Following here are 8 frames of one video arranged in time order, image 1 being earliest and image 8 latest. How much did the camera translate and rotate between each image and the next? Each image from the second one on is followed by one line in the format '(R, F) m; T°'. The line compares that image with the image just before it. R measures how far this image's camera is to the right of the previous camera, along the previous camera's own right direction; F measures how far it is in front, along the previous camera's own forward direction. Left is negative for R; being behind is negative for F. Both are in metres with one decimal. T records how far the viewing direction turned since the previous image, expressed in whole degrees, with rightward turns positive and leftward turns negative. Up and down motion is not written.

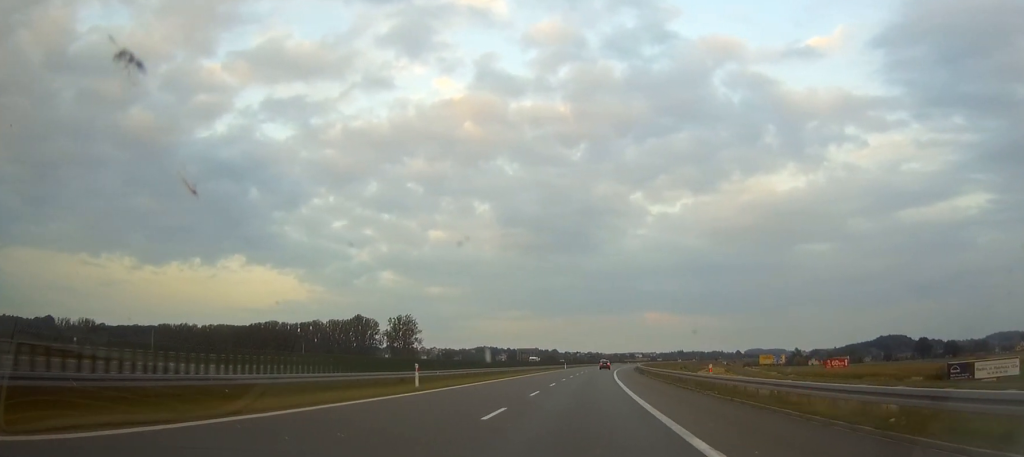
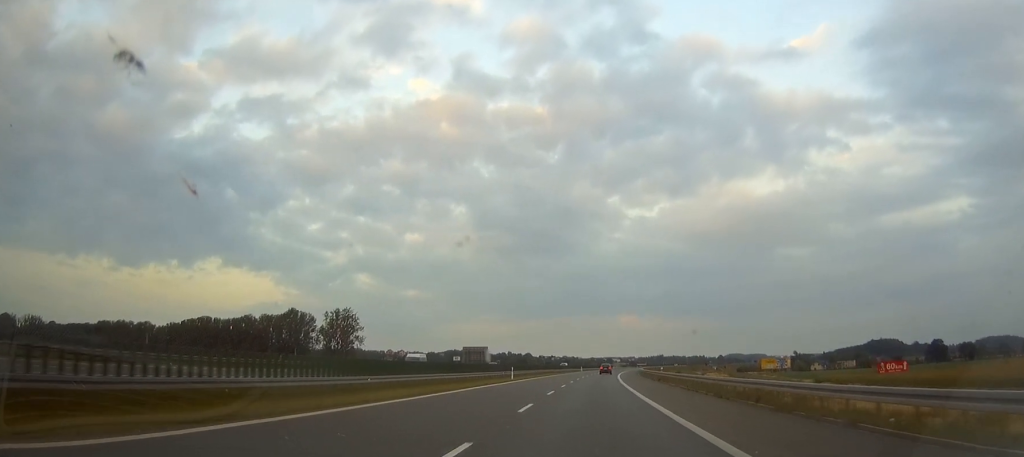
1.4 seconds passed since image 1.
(+1.3, +68.5) m; +4°
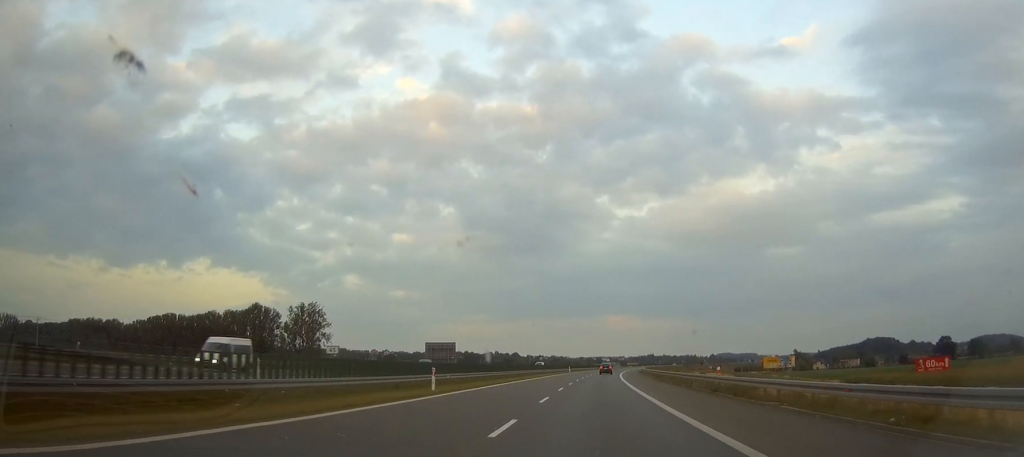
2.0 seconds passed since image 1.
(+0.9, +30.9) m; +2°
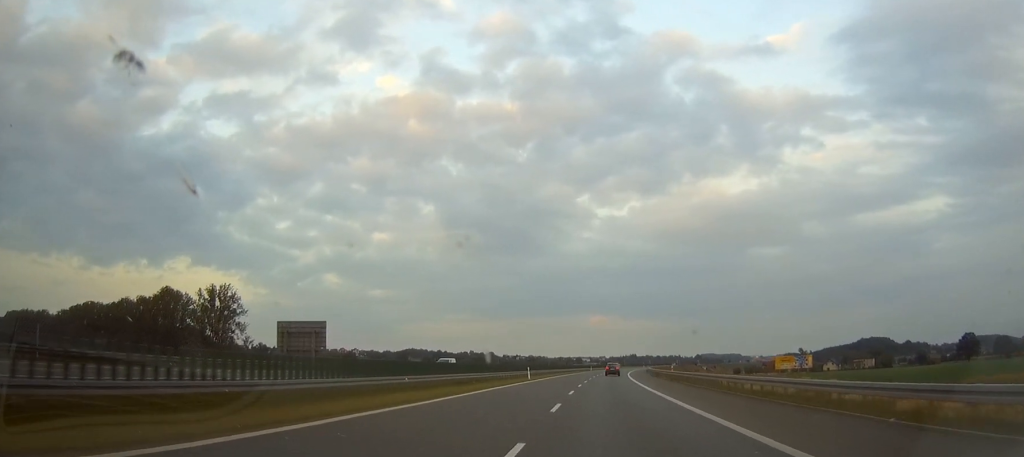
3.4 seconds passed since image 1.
(+1.6, +64.9) m; +1°
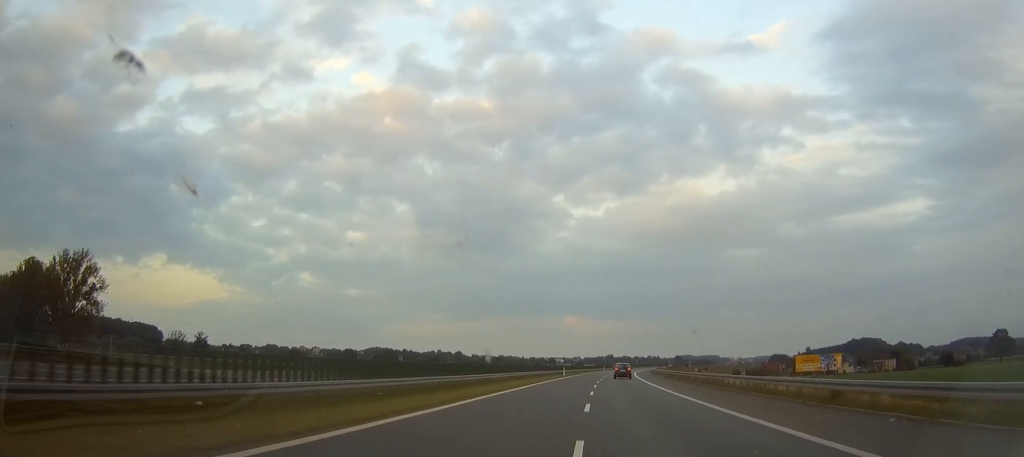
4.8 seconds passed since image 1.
(0.0, +71.3) m; 0°
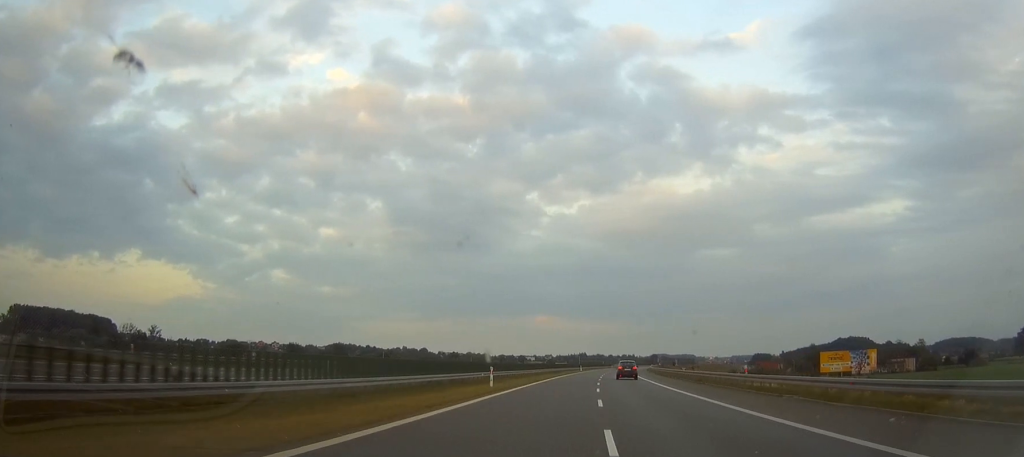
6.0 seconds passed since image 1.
(0.0, +58.3) m; 0°
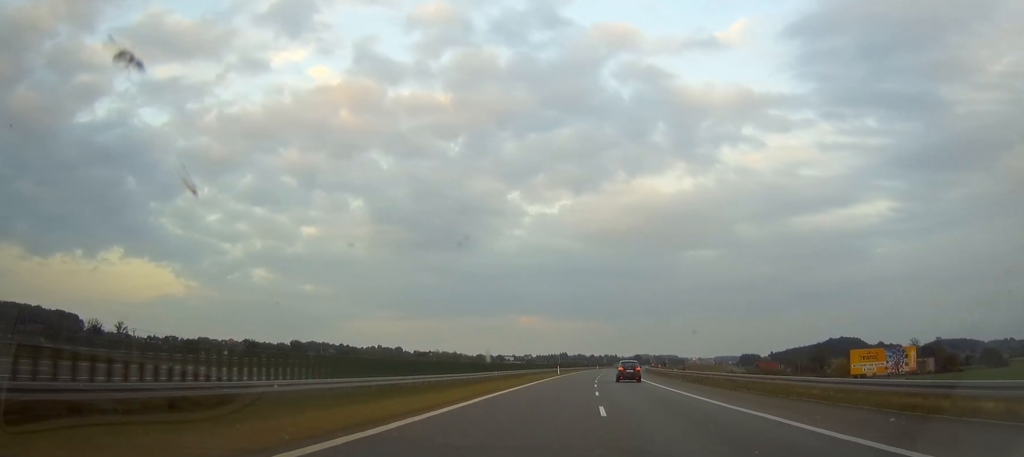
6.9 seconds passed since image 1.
(0.0, +40.4) m; +1°
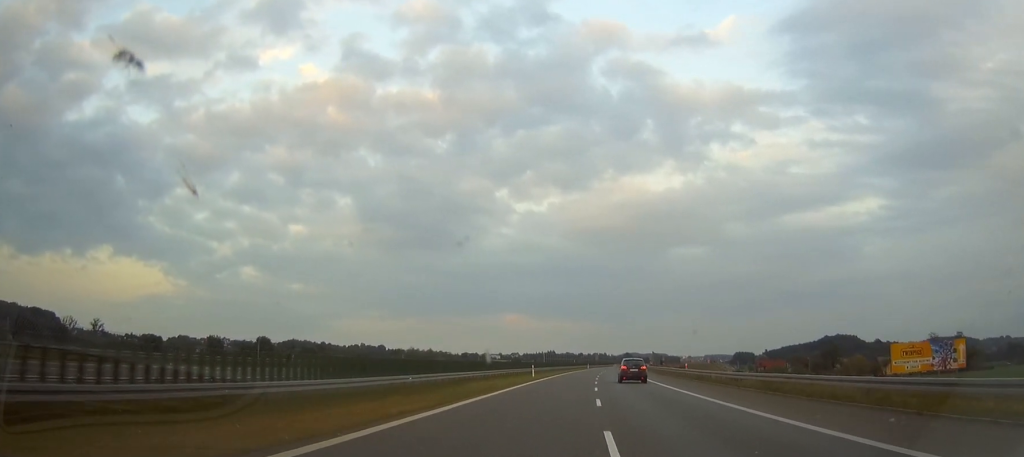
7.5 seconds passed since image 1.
(-0.5, +32.3) m; +2°
